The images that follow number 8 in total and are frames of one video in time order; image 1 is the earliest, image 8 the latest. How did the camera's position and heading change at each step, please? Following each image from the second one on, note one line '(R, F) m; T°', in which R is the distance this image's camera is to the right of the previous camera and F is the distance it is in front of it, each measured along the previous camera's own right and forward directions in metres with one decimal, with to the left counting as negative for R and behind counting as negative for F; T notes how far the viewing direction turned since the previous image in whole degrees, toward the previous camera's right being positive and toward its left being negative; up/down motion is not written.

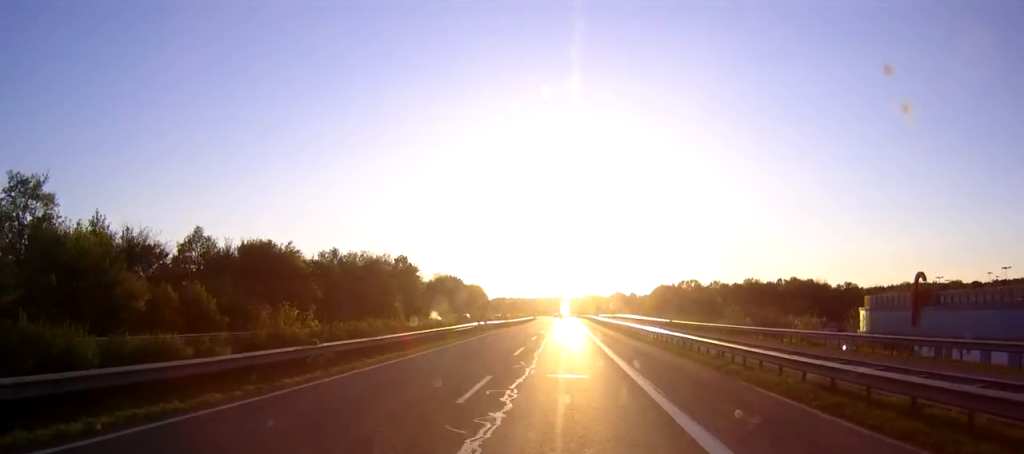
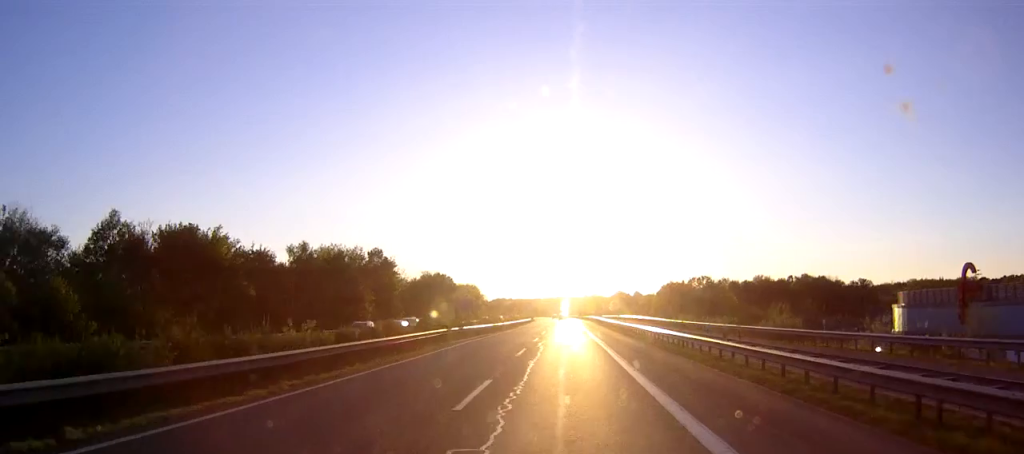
(0.0, +16.1) m; 0°
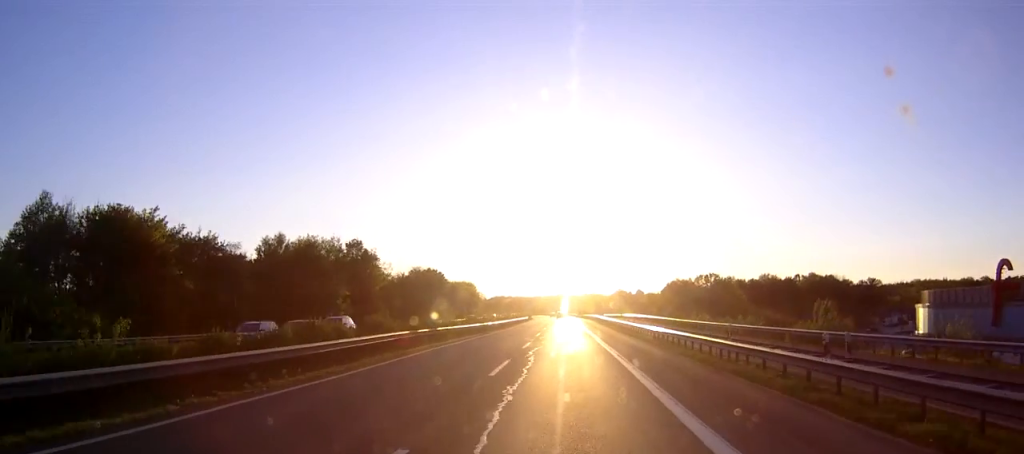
(0.0, +10.2) m; 0°
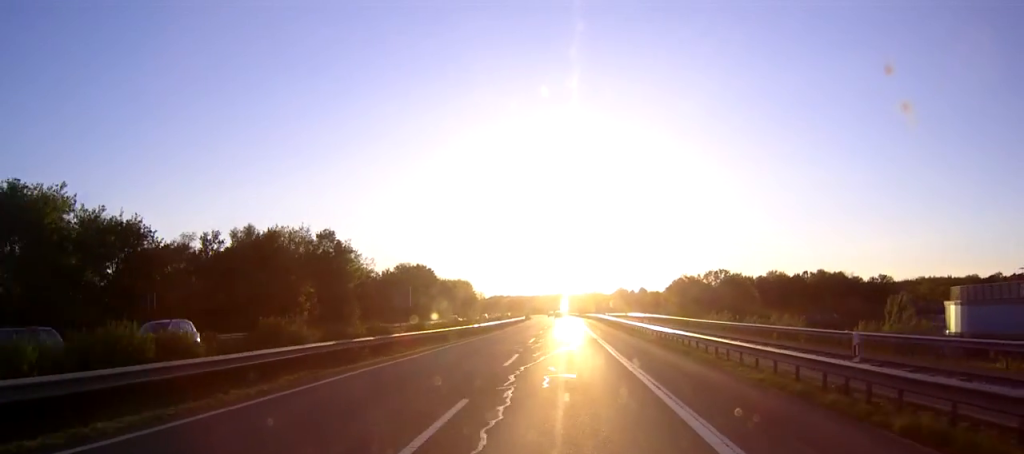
(0.0, +11.0) m; 0°
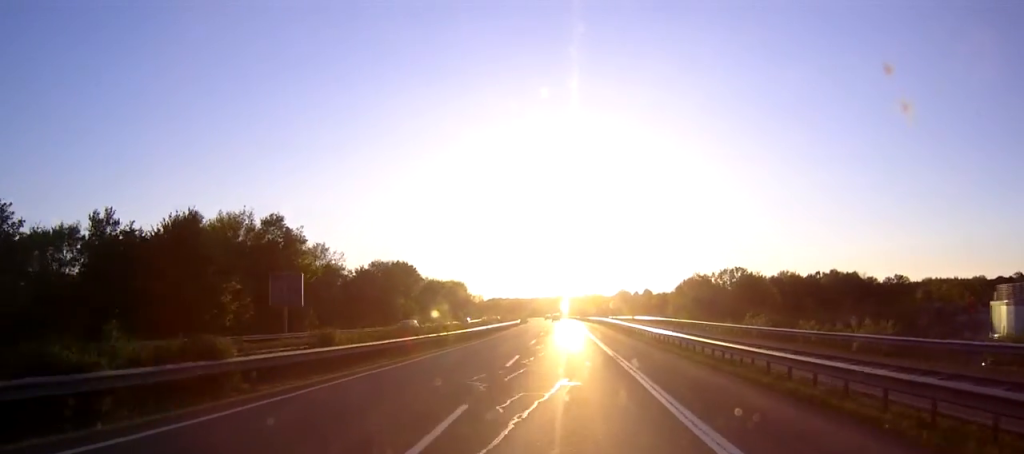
(0.0, +15.3) m; 0°
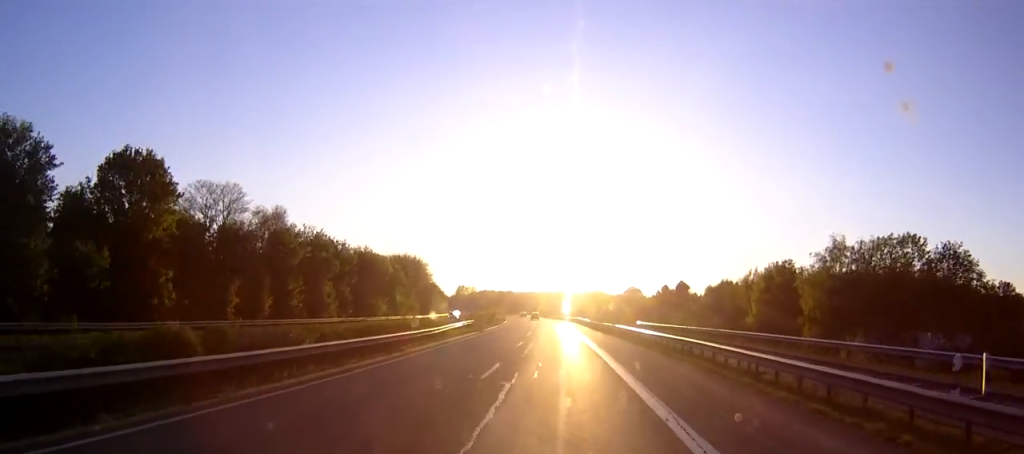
(0.0, +75.3) m; 0°
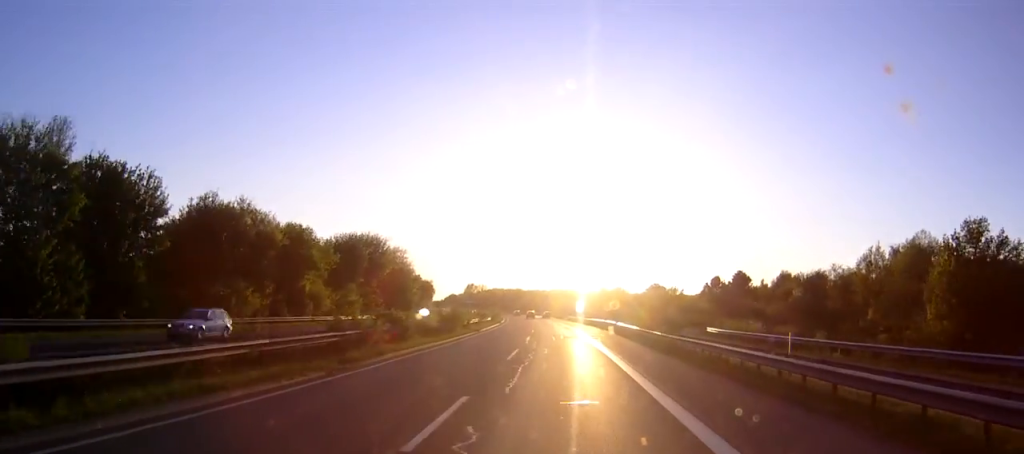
(-0.4, +46.3) m; -1°
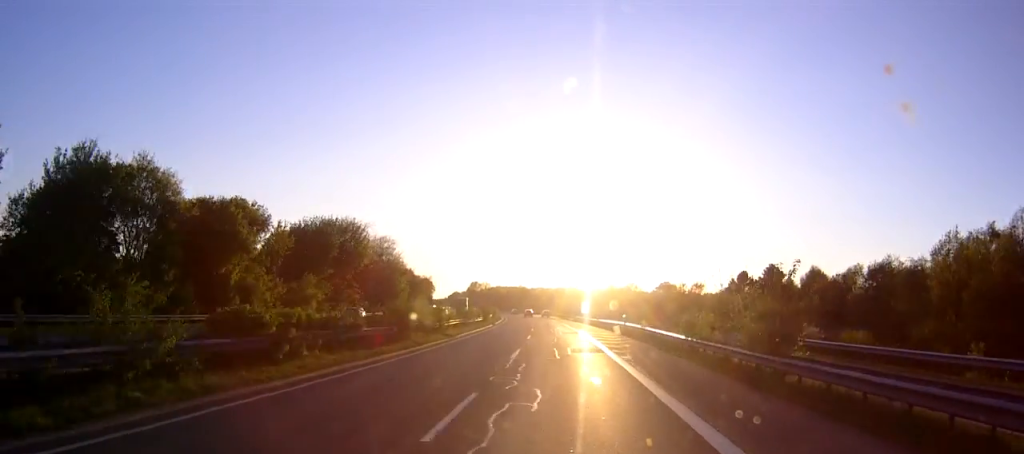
(0.0, +17.2) m; 0°
